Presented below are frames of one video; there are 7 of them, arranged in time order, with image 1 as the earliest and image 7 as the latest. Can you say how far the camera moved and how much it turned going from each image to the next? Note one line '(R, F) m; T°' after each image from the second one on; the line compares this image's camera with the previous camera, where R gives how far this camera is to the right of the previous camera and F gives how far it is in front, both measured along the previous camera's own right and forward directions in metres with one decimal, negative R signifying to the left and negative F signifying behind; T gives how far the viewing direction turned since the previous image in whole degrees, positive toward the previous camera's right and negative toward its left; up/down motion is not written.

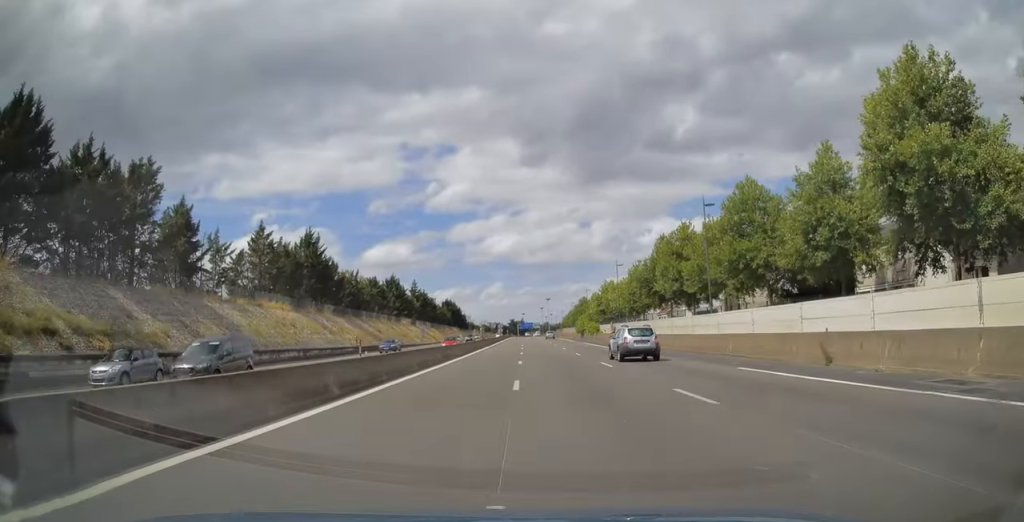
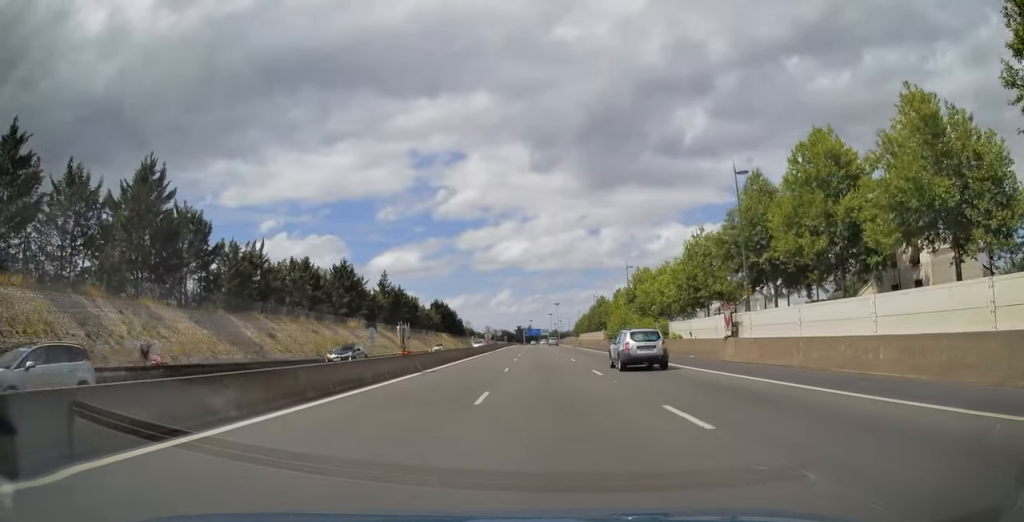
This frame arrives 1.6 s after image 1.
(-0.2, +41.5) m; -1°
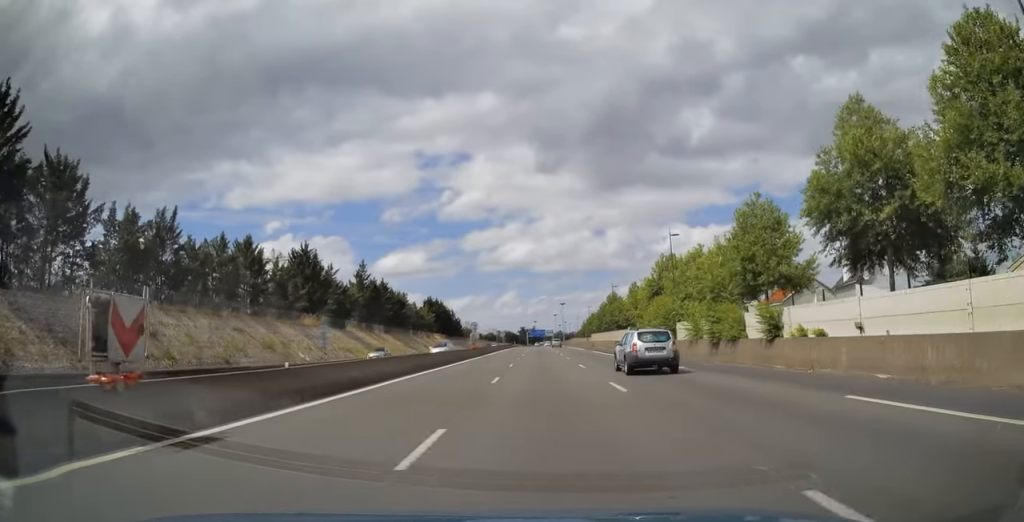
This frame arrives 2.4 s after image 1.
(-0.1, +19.5) m; -1°
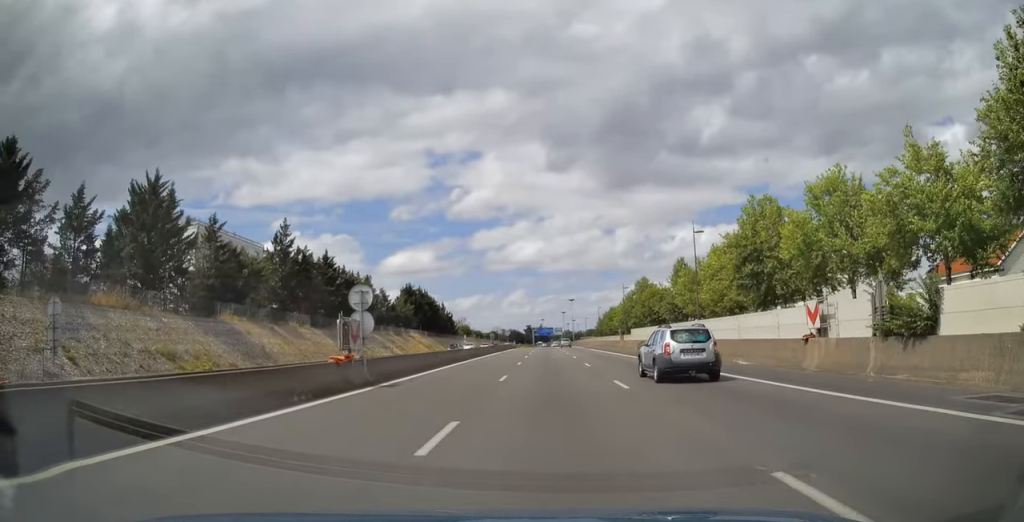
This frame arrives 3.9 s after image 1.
(-0.1, +38.1) m; 0°
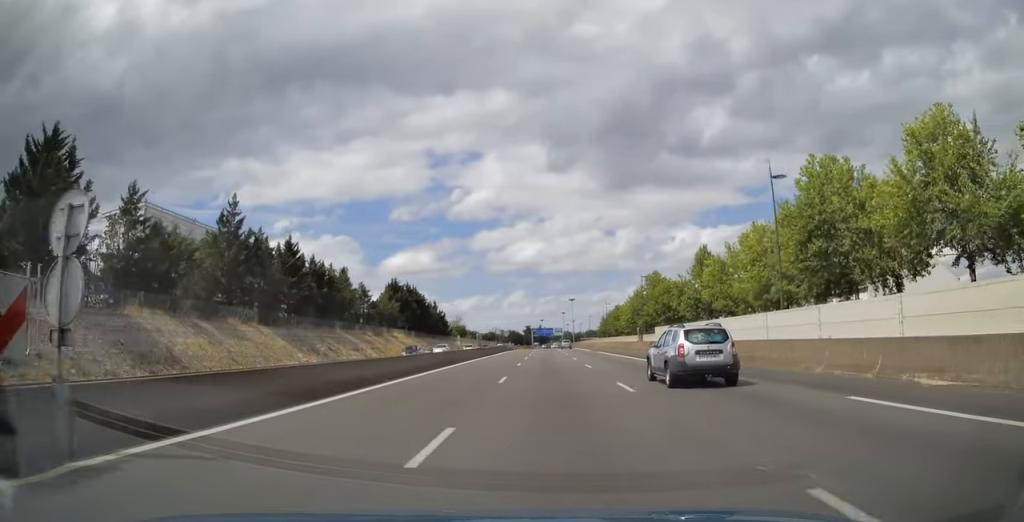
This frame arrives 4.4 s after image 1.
(0.0, +13.6) m; 0°
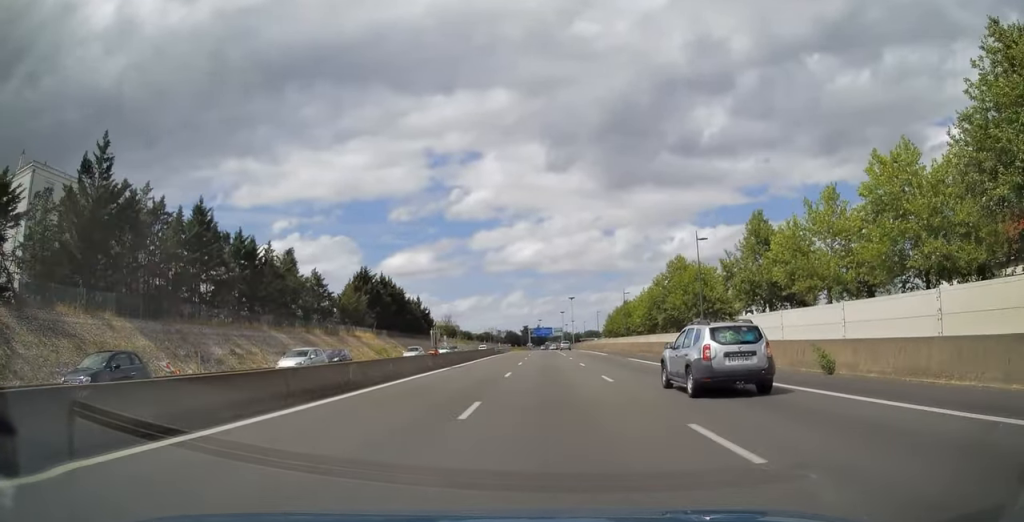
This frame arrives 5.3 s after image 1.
(+0.1, +21.8) m; 0°
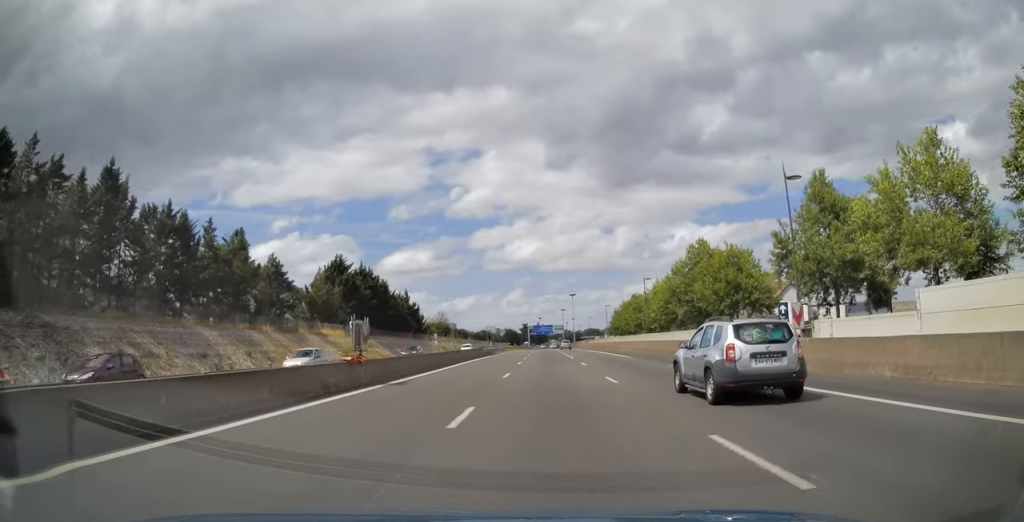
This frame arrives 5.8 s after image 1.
(-0.1, +14.2) m; 0°
